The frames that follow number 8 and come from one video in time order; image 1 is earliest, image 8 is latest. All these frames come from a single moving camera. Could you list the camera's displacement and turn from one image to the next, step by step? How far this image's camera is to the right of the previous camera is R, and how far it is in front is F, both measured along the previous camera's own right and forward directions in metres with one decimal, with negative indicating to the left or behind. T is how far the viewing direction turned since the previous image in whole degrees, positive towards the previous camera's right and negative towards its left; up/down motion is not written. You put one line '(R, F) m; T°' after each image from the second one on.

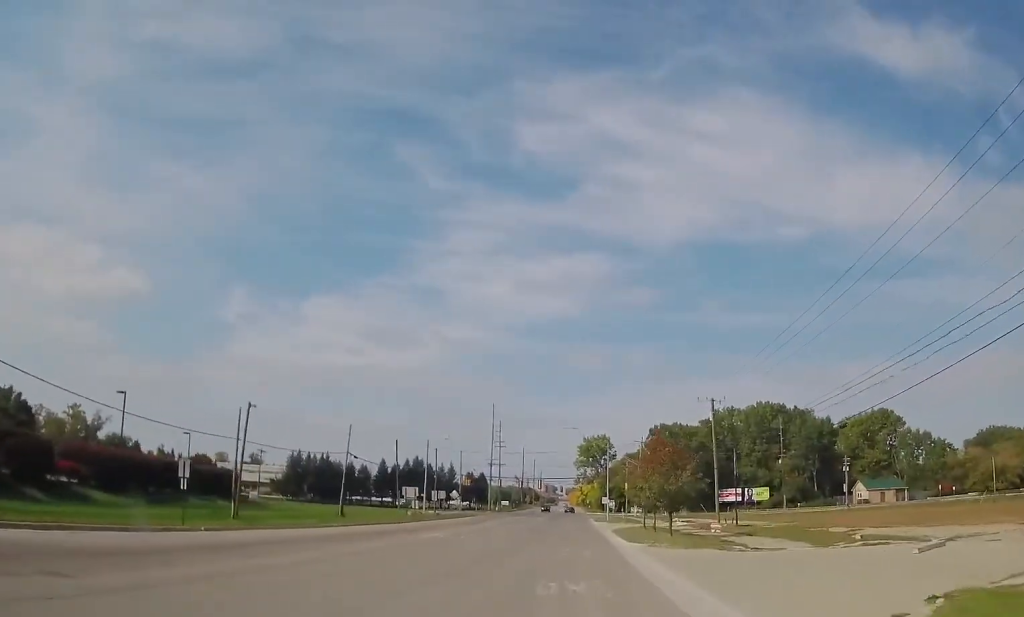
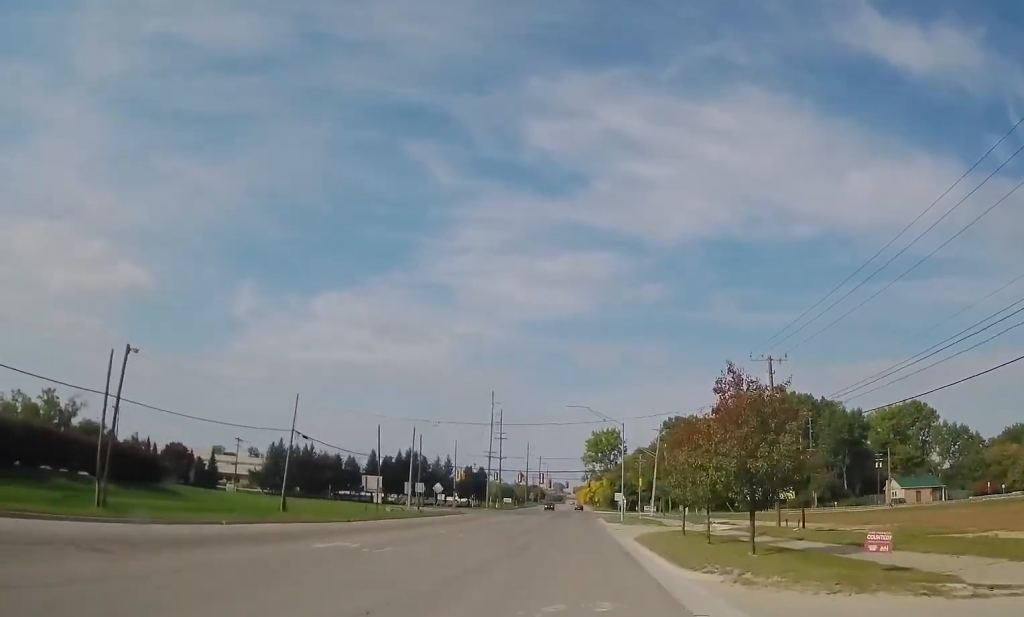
(0.0, +16.6) m; 0°
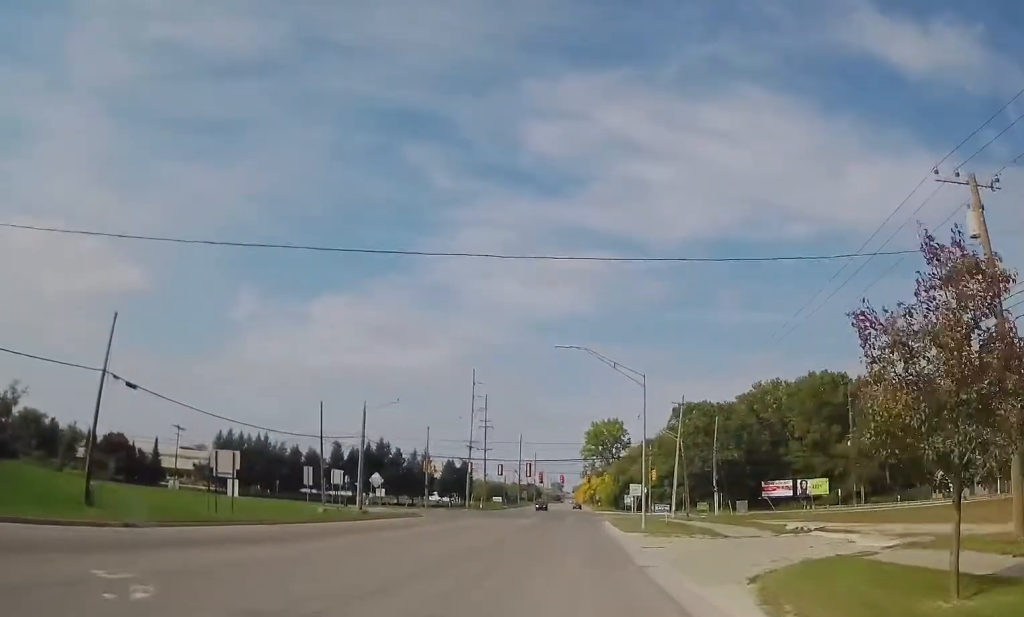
(0.0, +25.6) m; 0°
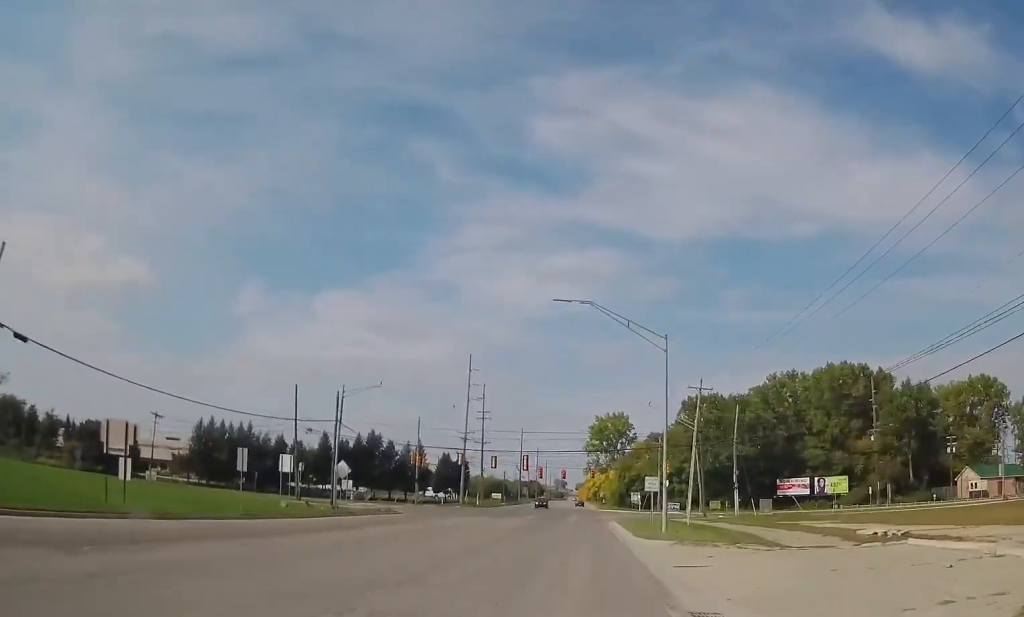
(0.0, +9.5) m; 0°
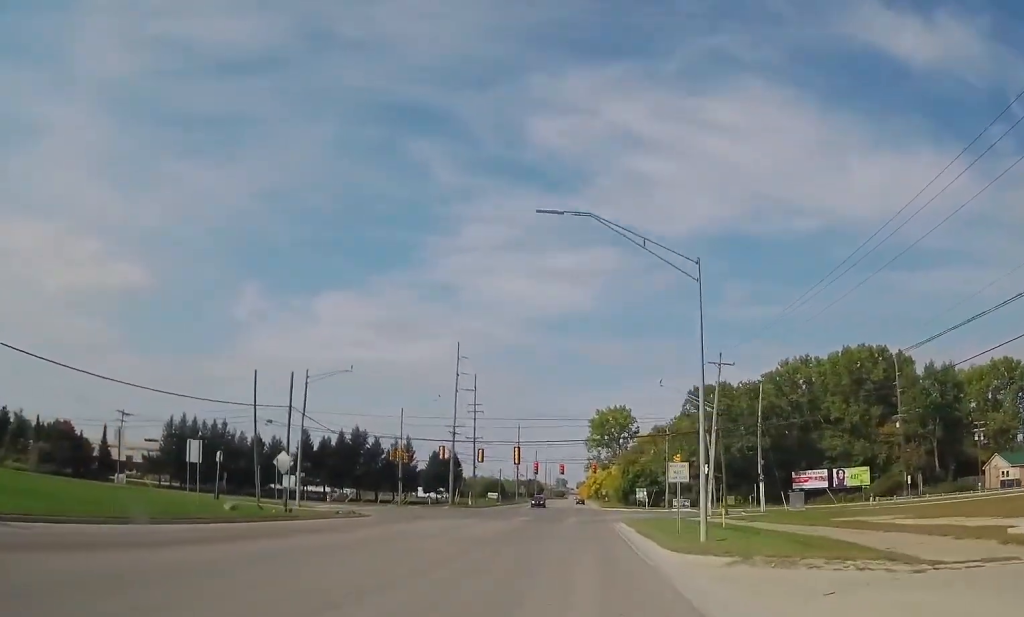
(-0.1, +10.7) m; +1°
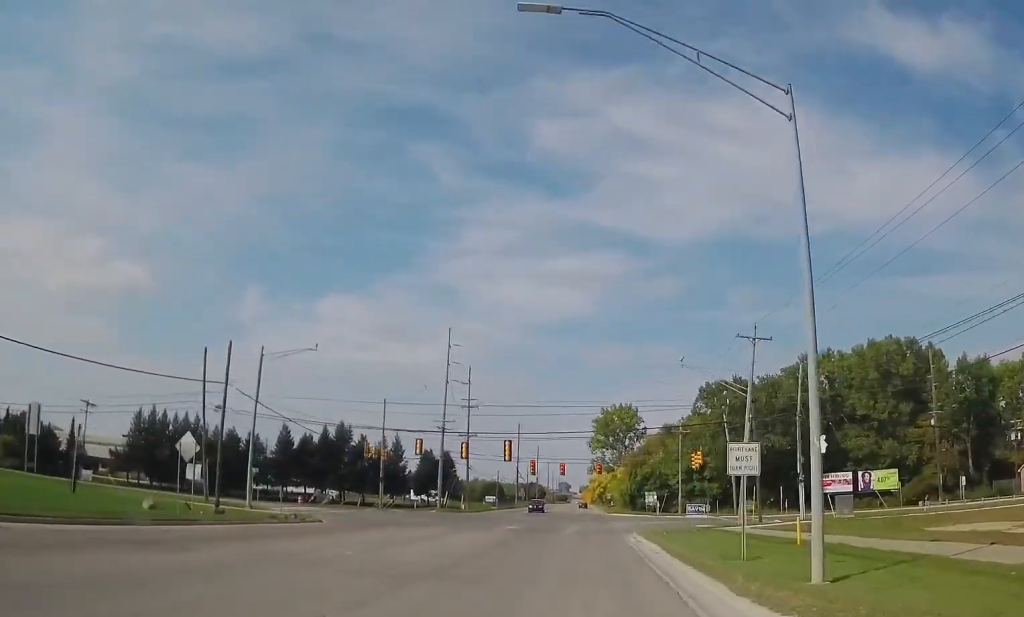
(+0.4, +11.1) m; 0°
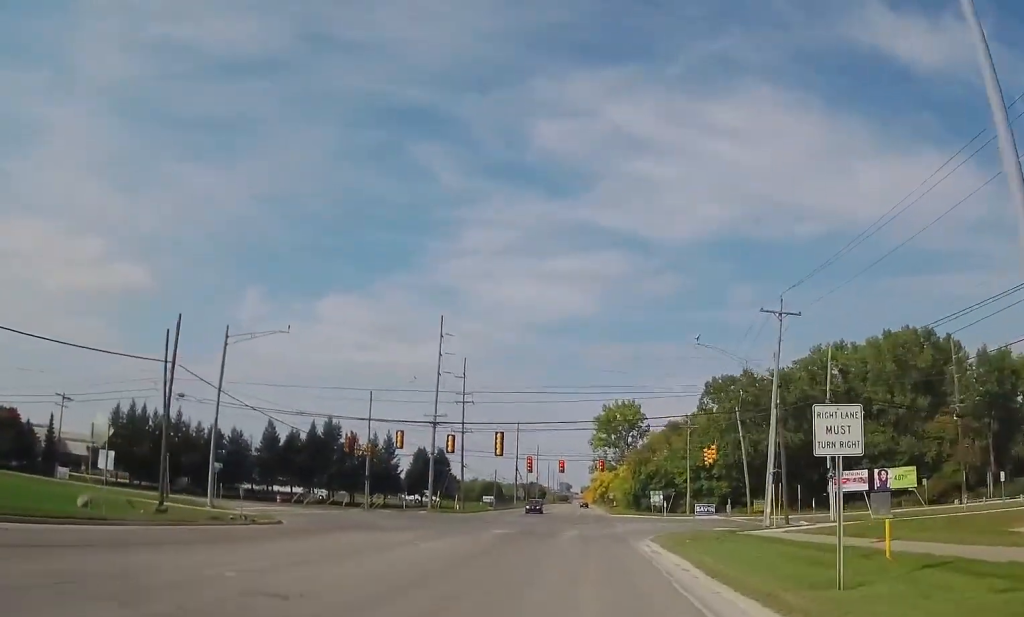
(-0.1, +6.5) m; -1°
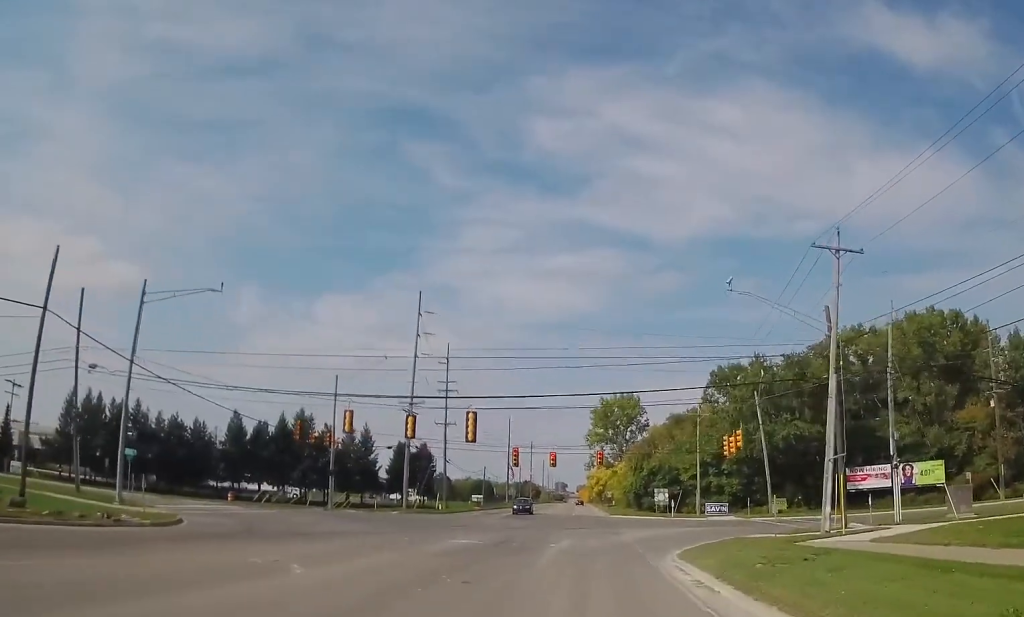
(-0.4, +10.8) m; -2°
